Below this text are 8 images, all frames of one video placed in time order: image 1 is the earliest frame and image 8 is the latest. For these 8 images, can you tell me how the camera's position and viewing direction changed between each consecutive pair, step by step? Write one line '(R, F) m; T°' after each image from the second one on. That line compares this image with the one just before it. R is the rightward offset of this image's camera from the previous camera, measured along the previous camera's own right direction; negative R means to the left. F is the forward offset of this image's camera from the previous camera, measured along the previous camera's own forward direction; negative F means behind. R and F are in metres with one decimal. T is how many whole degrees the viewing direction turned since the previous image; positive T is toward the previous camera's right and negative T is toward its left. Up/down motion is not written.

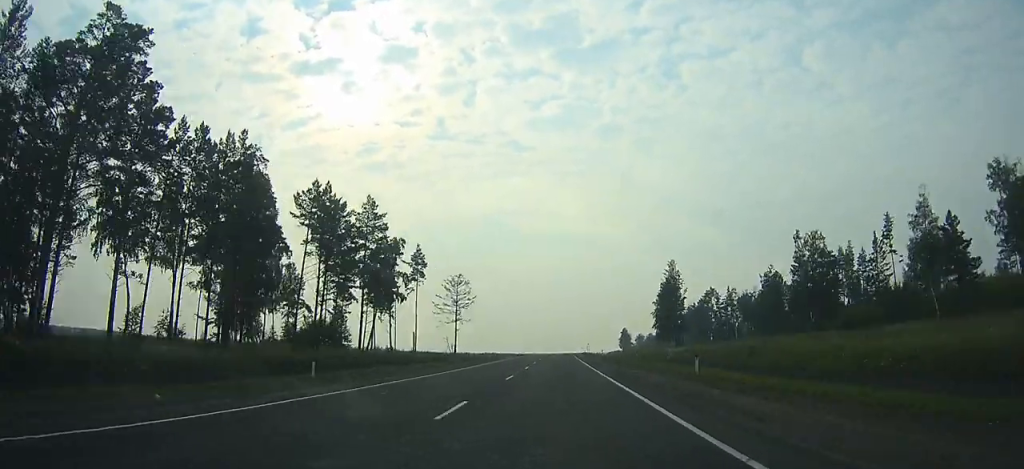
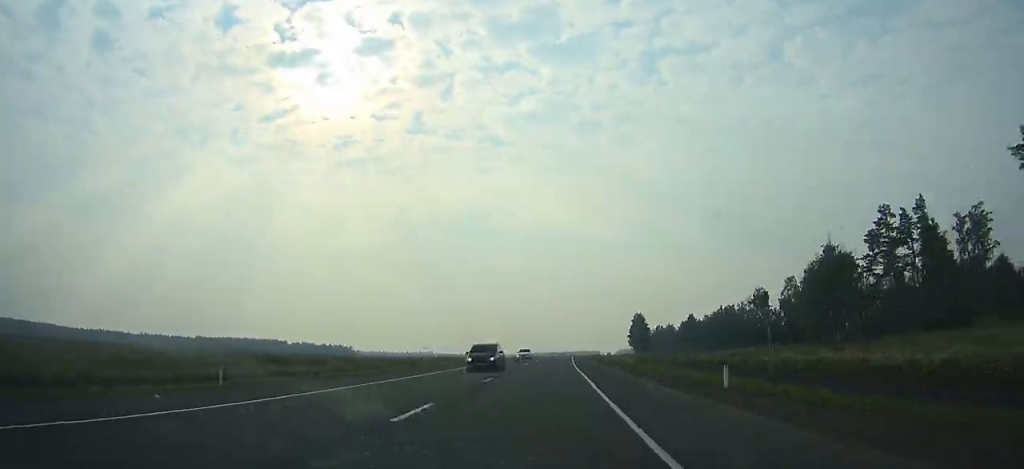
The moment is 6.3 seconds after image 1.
(+2.3, +149.7) m; +2°
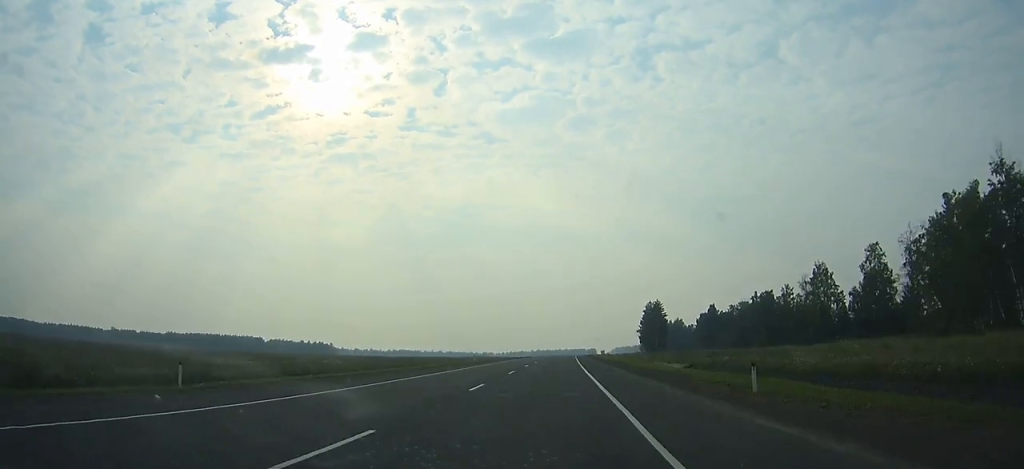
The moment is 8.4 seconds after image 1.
(+0.3, +50.1) m; +1°
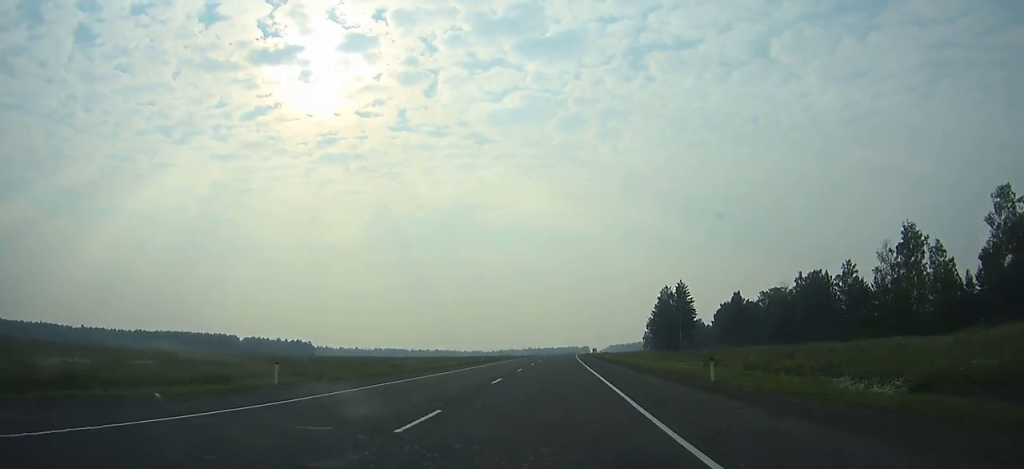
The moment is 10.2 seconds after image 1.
(+0.3, +44.3) m; +1°
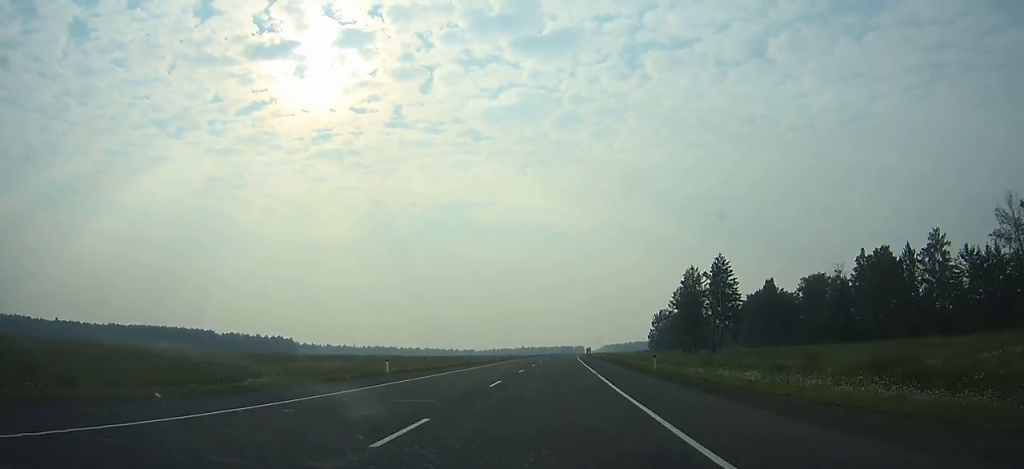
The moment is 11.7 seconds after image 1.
(+0.2, +36.9) m; +1°
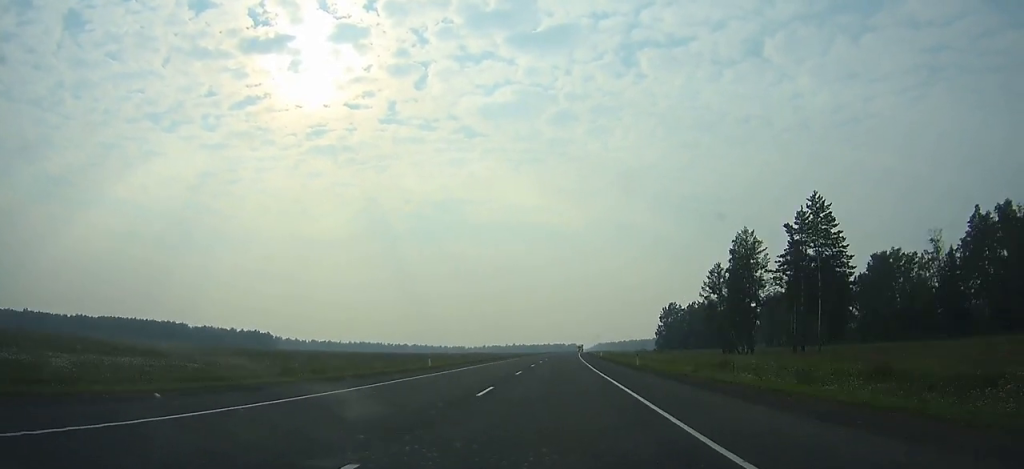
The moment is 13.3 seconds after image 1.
(0.0, +39.2) m; +1°
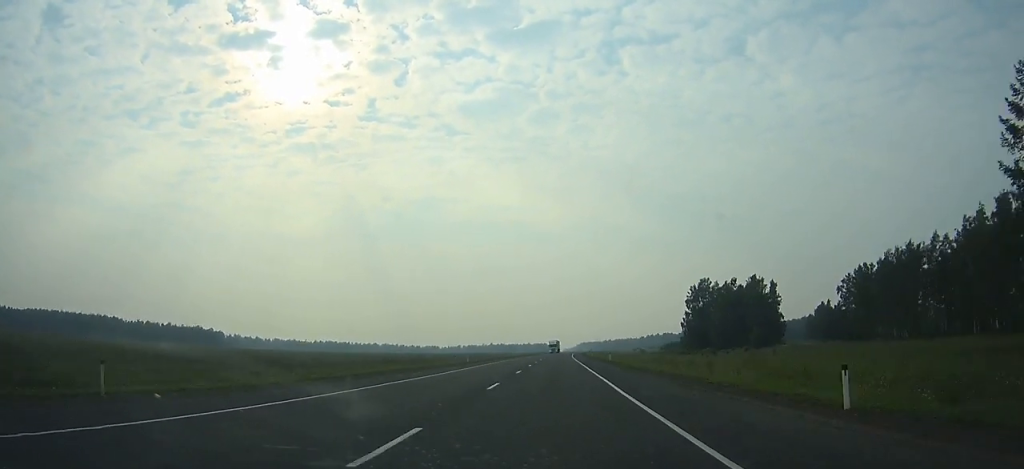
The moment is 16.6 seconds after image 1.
(+1.0, +79.0) m; +2°
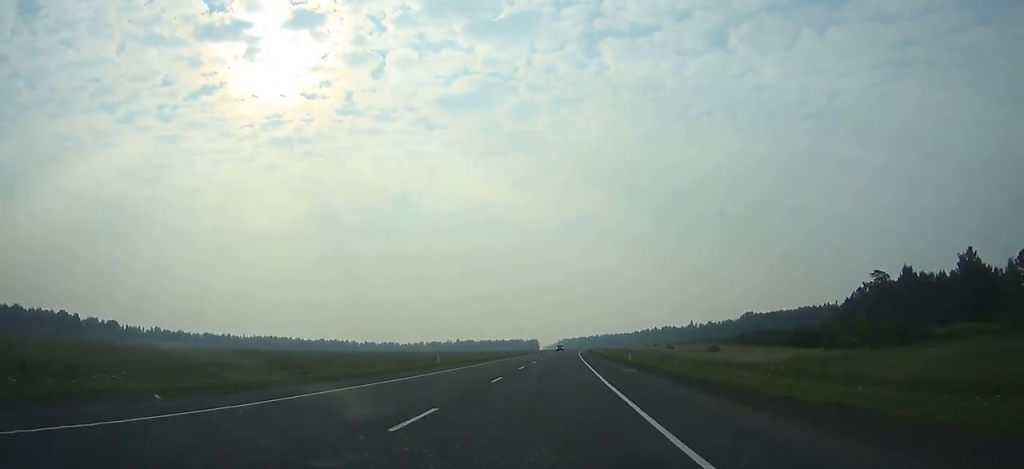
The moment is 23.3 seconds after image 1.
(+4.1, +158.0) m; +3°
